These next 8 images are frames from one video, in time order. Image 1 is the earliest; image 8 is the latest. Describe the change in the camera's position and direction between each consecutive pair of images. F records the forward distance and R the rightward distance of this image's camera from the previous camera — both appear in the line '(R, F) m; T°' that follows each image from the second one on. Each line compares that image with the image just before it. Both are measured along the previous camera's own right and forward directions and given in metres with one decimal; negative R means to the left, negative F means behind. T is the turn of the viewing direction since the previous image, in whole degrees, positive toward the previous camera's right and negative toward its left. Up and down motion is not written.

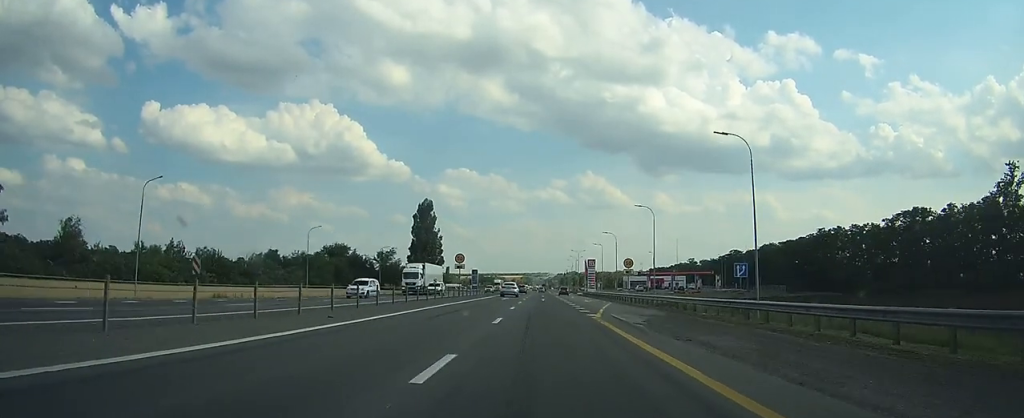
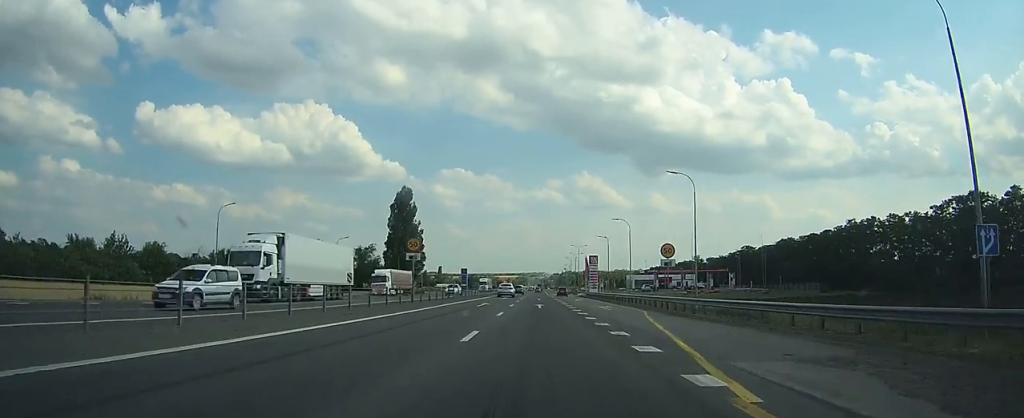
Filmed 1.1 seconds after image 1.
(0.0, +18.1) m; 0°
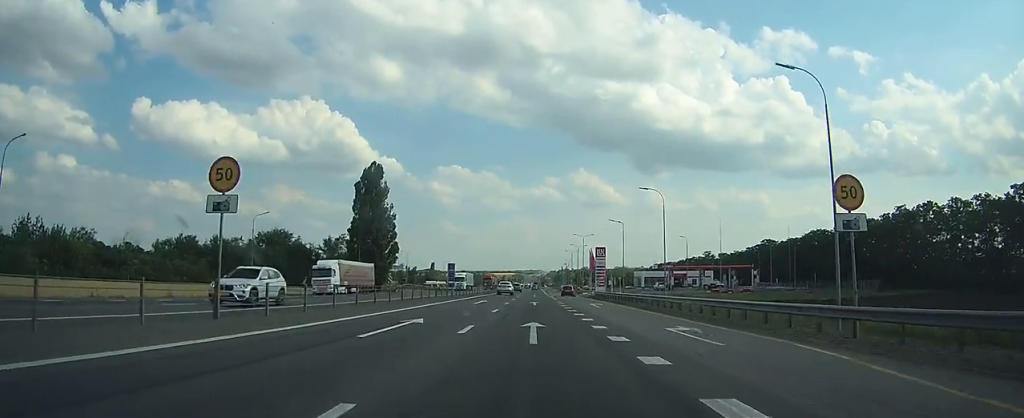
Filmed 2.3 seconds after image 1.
(-0.1, +21.8) m; 0°
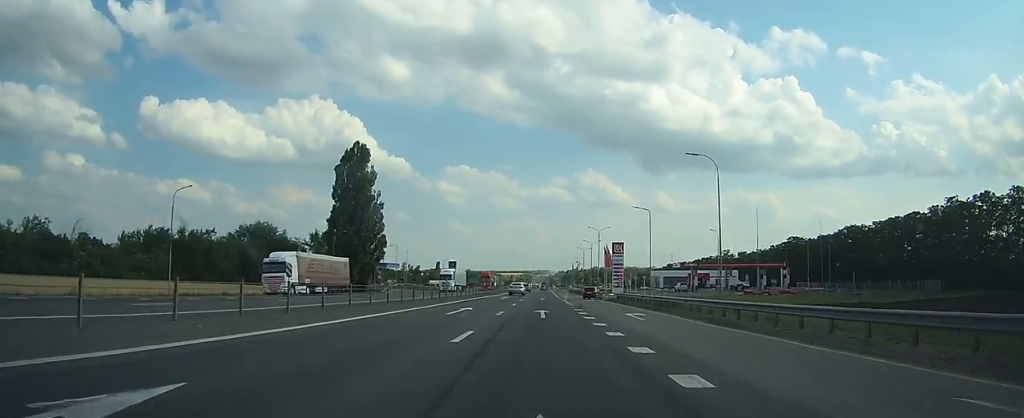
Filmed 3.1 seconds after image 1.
(0.0, +14.0) m; 0°
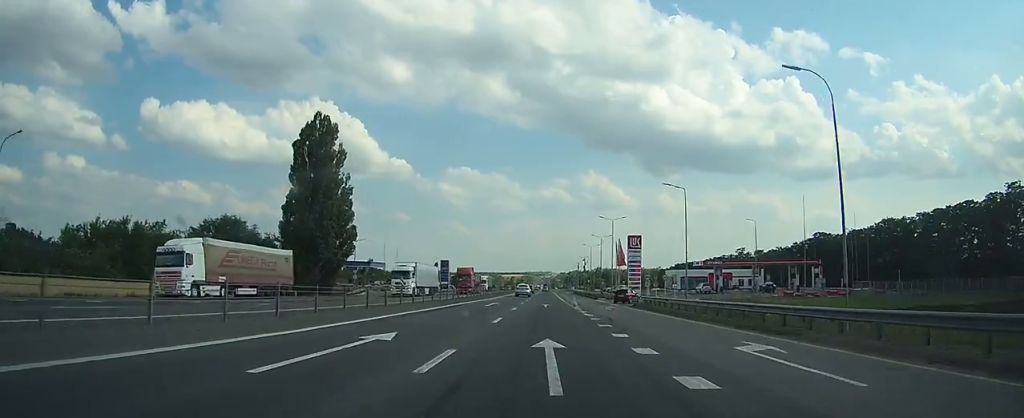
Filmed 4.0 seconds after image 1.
(0.0, +15.9) m; 0°
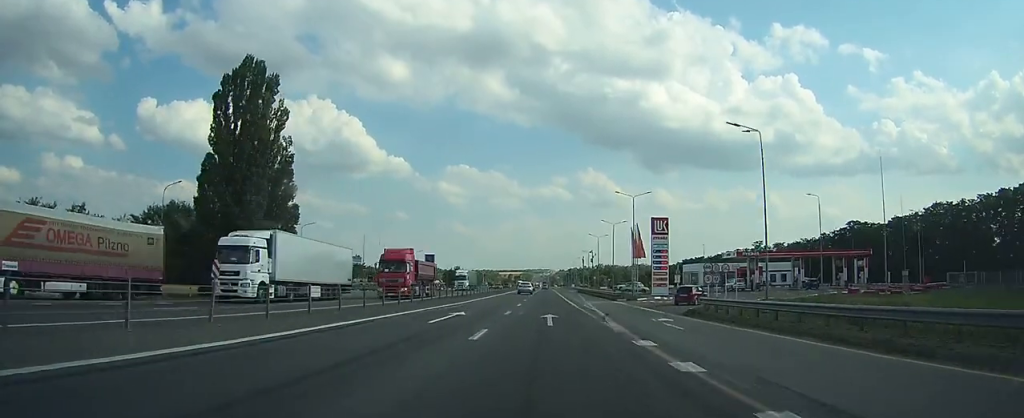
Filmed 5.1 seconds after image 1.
(0.0, +18.6) m; 0°
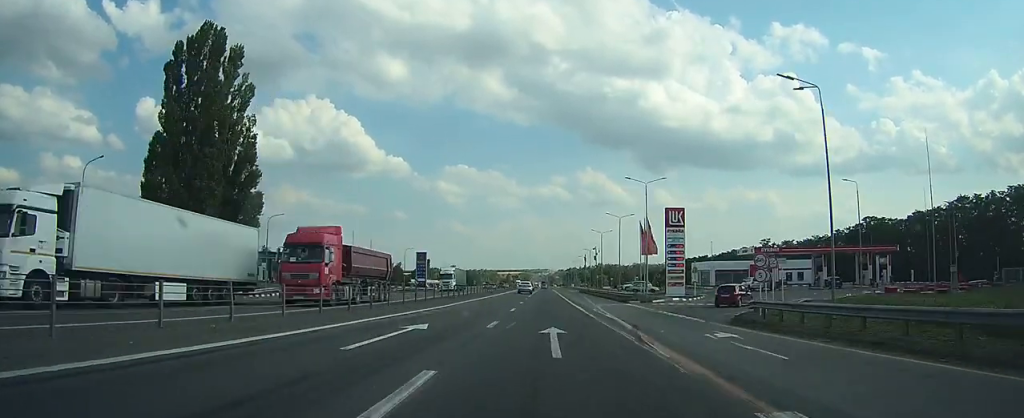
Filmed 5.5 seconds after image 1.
(0.0, +7.9) m; 0°
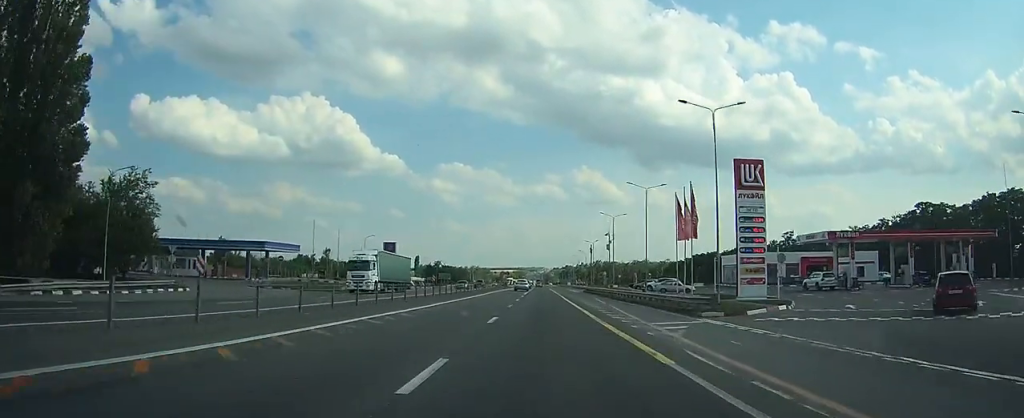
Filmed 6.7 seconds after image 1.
(0.0, +22.2) m; 0°
